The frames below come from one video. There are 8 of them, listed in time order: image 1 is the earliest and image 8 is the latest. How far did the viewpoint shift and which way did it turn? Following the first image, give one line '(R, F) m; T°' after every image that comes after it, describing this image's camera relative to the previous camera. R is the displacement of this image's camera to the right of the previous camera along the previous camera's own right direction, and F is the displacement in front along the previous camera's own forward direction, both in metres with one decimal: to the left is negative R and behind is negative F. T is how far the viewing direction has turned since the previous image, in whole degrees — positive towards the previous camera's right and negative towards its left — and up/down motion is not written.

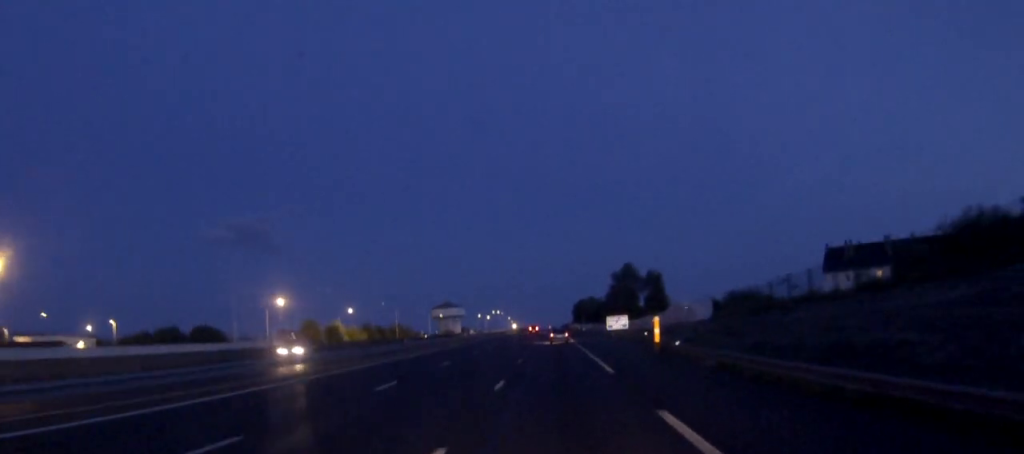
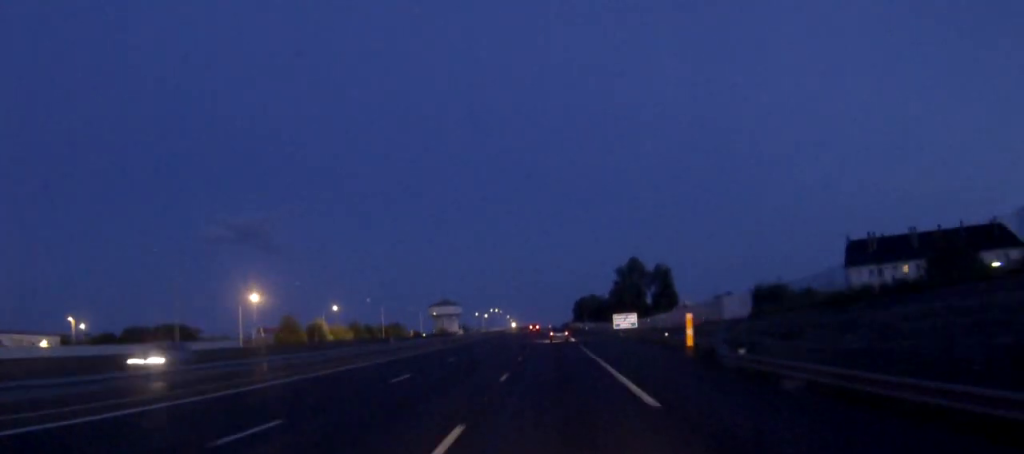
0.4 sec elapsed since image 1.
(0.0, +10.7) m; 0°
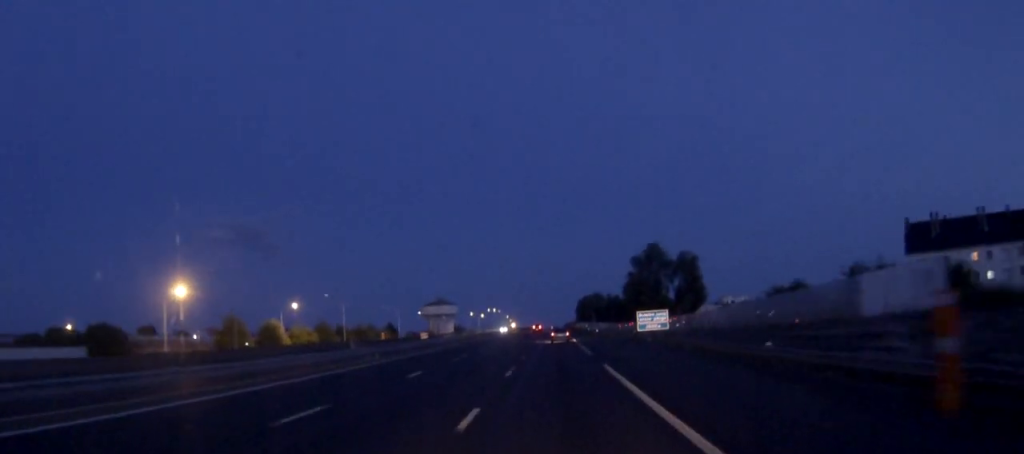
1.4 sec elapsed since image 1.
(0.0, +23.0) m; 0°
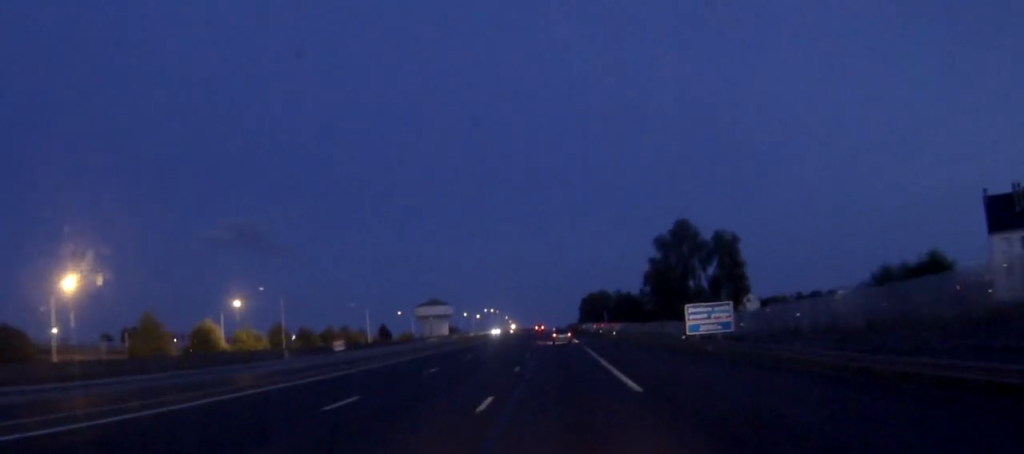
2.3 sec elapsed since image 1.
(-0.1, +22.9) m; 0°
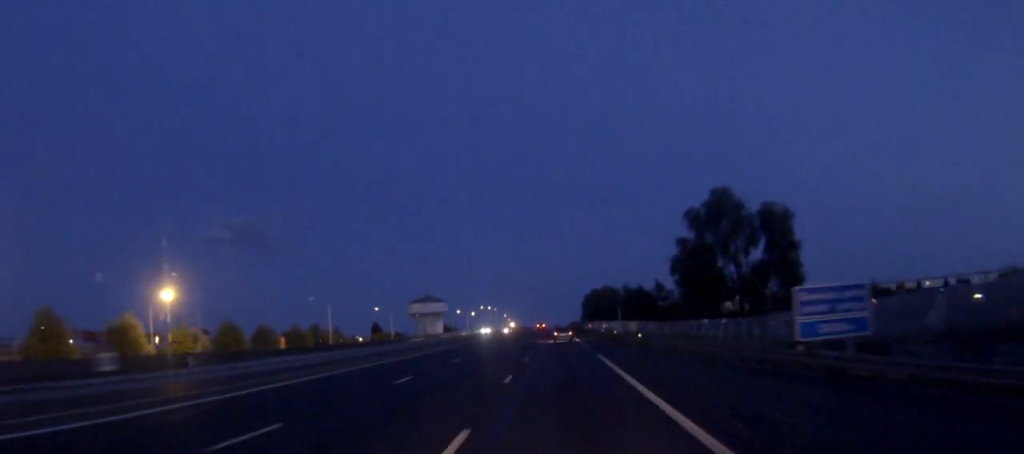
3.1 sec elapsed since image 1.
(0.0, +18.8) m; 0°
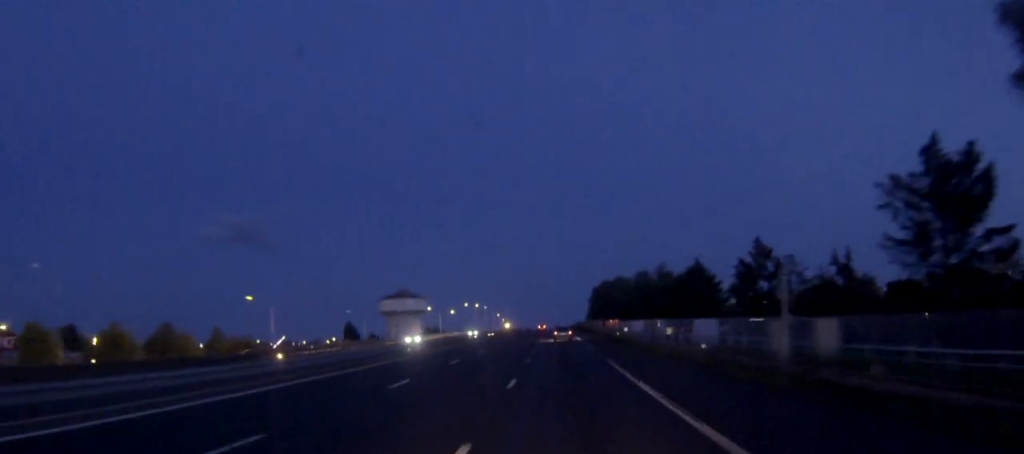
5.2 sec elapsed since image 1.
(0.0, +52.9) m; 0°
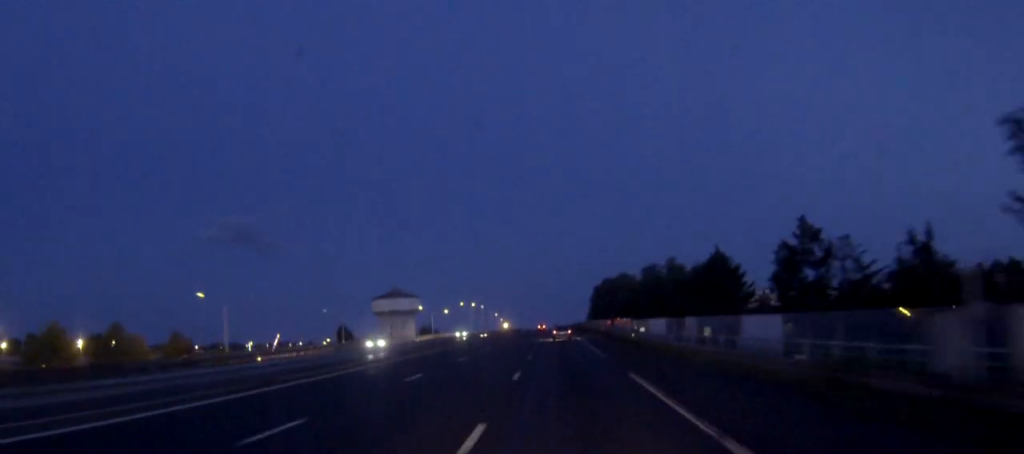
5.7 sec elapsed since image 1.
(0.0, +10.5) m; 0°
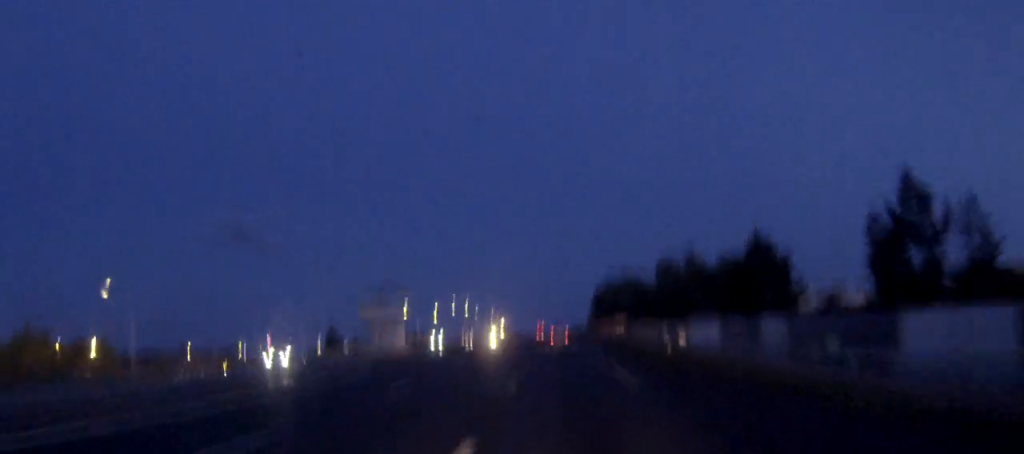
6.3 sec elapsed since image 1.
(0.0, +14.6) m; 0°
